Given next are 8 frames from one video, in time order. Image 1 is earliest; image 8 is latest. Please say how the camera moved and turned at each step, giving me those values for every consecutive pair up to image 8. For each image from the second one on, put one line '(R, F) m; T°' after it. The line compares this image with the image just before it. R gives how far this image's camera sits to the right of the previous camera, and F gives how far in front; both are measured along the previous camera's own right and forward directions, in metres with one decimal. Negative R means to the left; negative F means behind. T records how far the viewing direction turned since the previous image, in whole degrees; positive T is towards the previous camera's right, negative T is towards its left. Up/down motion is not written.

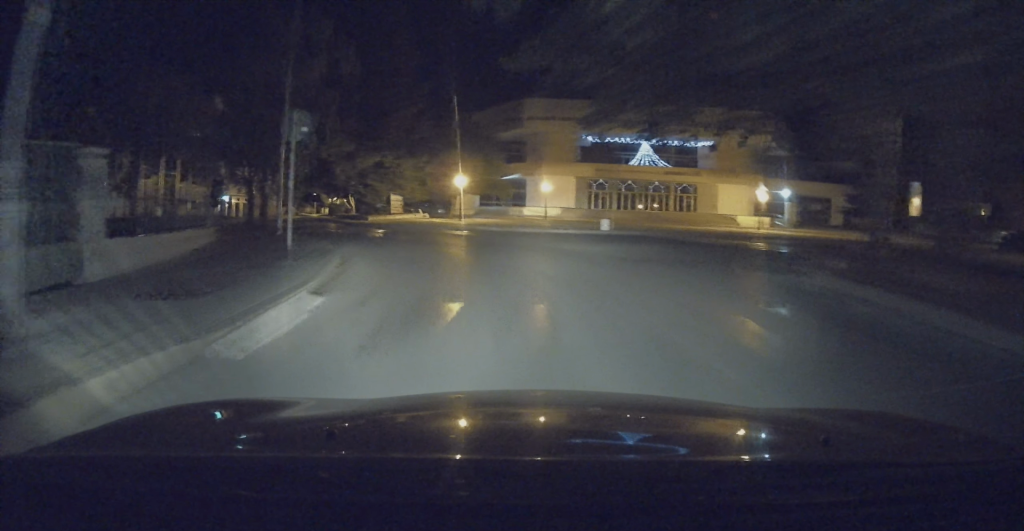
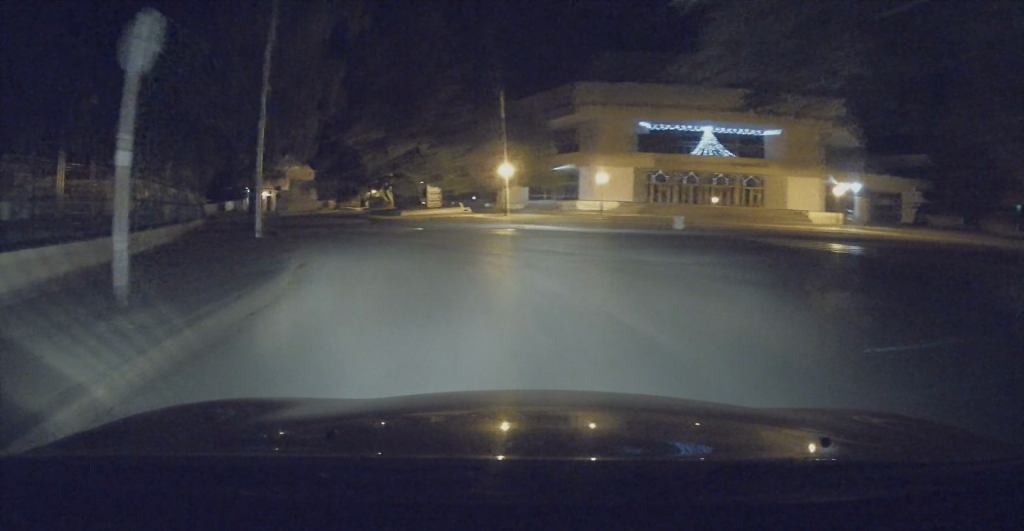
(-0.5, +5.9) m; -7°
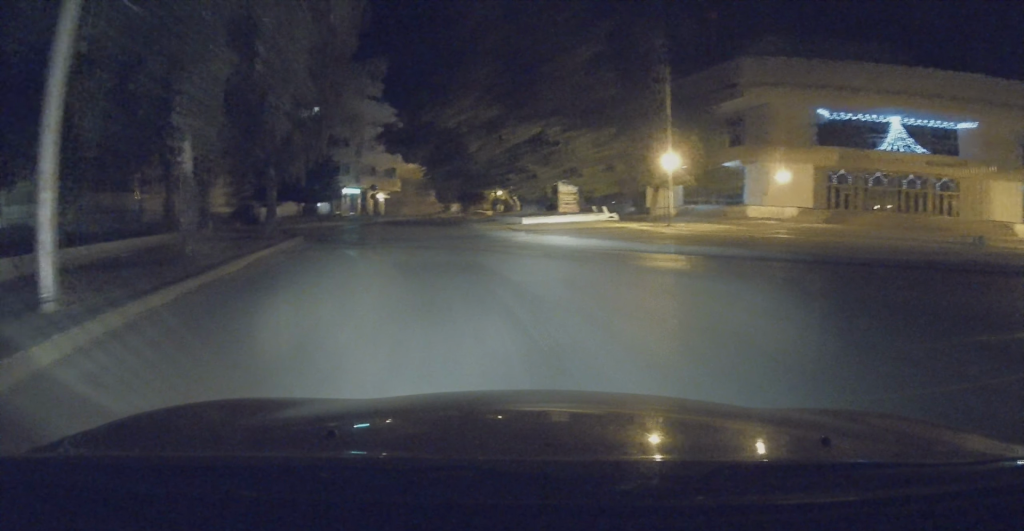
(-0.6, +12.2) m; -5°
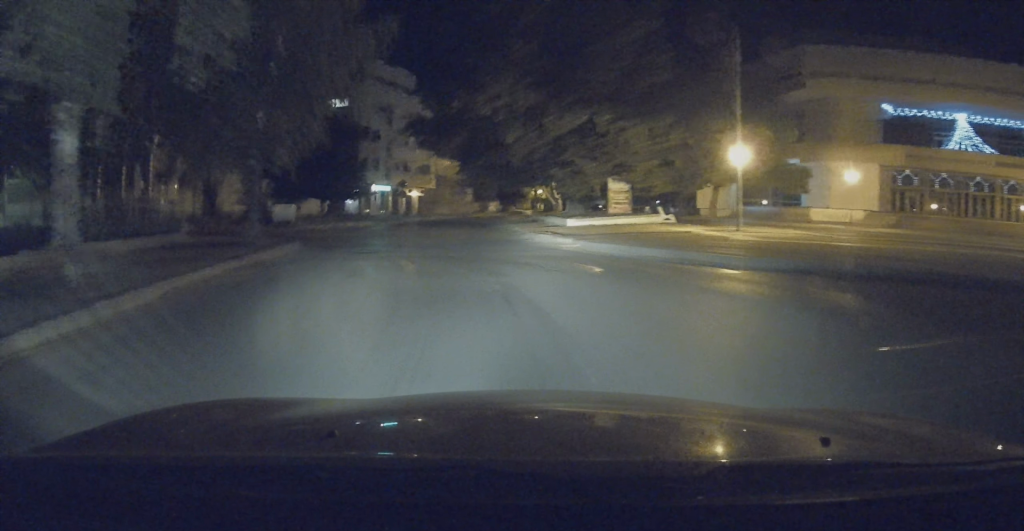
(+0.1, +4.3) m; -2°
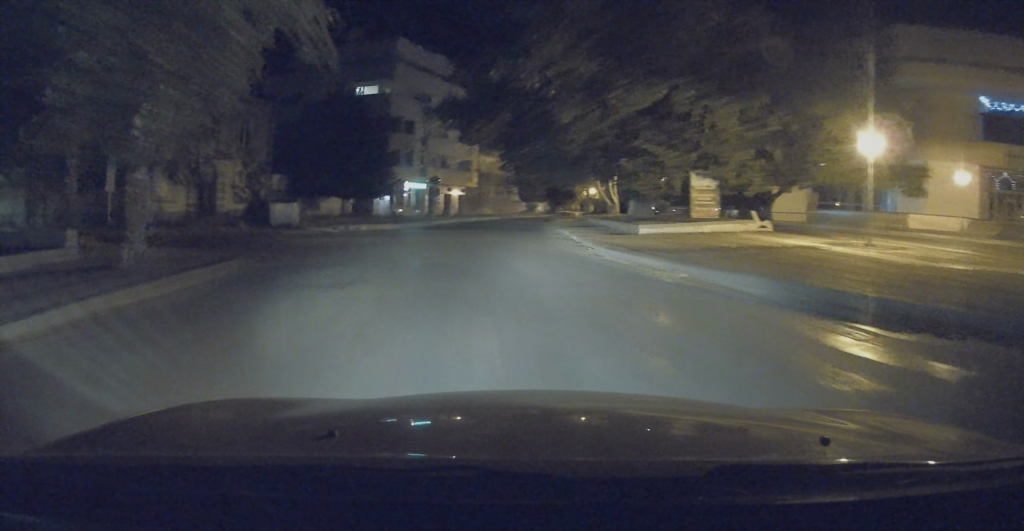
(-0.4, +6.8) m; -8°
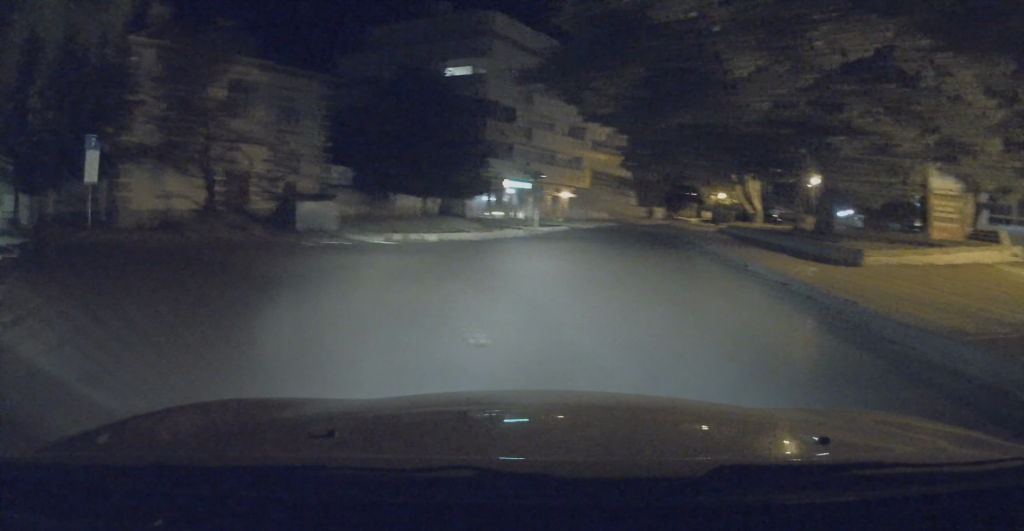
(-1.0, +9.0) m; -11°
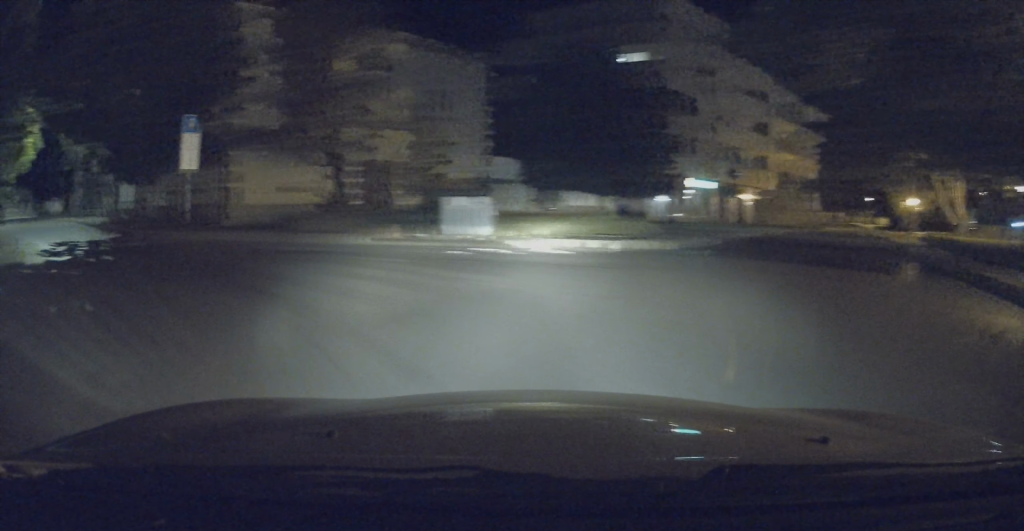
(-0.1, +5.0) m; -7°
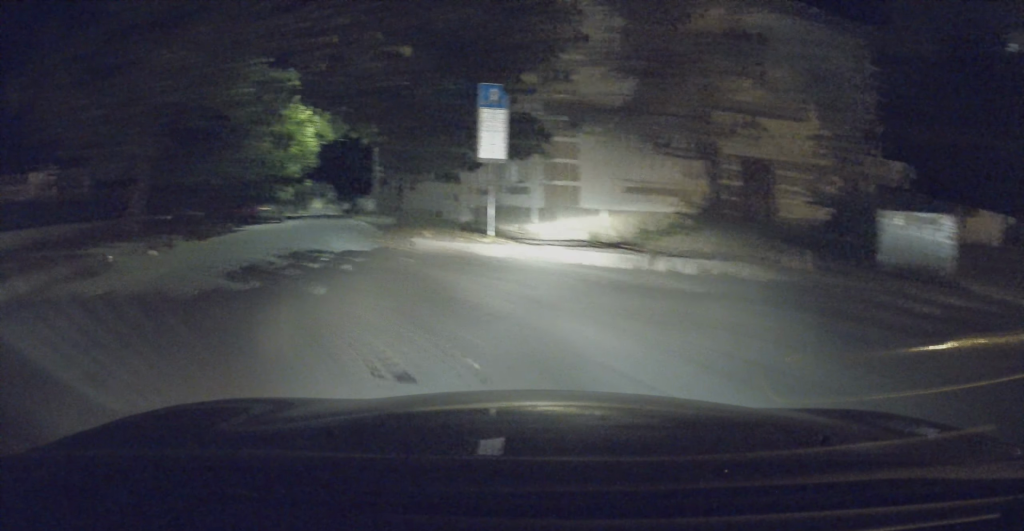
(-1.4, +5.9) m; -33°
